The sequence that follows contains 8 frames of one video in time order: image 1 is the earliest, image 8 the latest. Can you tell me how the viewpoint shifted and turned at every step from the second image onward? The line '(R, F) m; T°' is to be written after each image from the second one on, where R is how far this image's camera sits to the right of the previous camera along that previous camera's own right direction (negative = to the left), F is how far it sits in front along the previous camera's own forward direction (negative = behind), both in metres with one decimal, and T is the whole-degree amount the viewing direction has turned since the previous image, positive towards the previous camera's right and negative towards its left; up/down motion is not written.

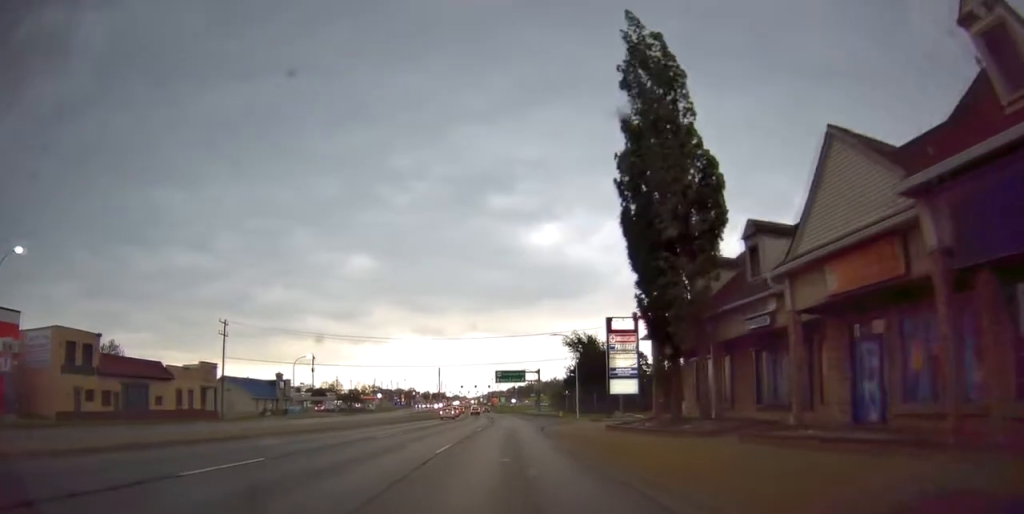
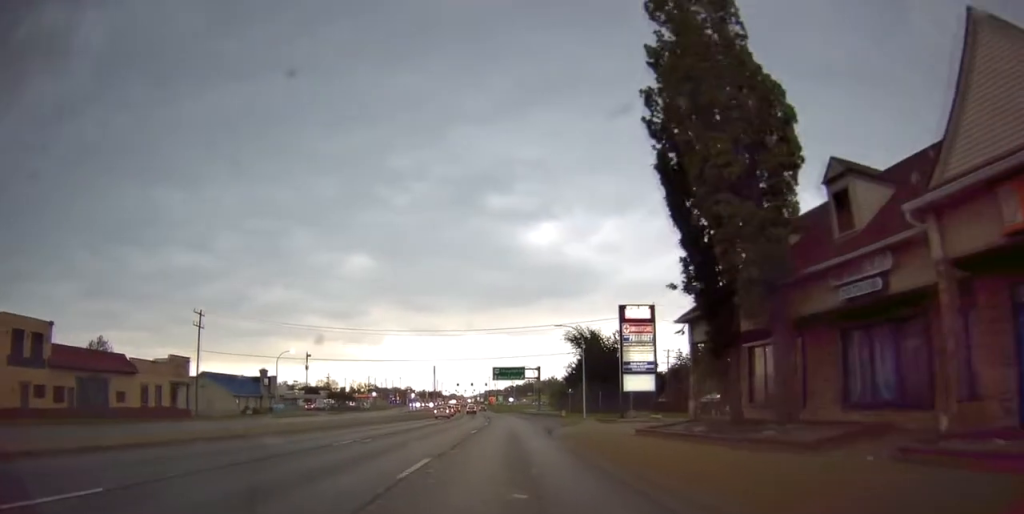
(-0.1, +6.0) m; 0°
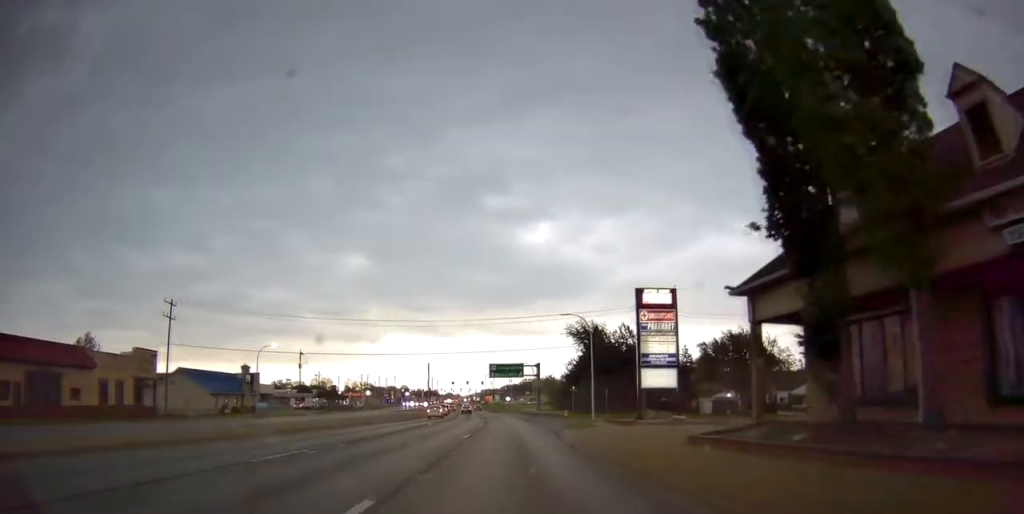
(-0.2, +6.0) m; 0°
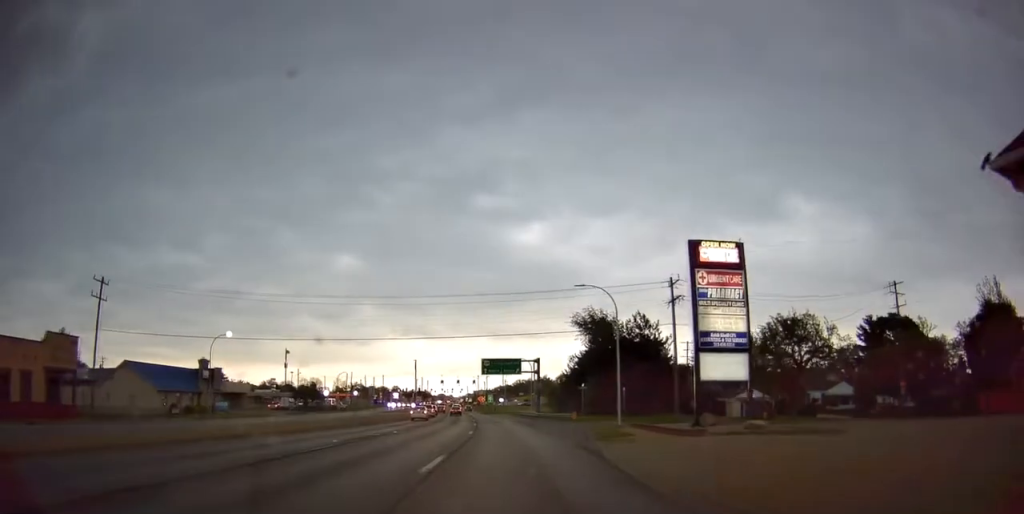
(+0.1, +11.5) m; +1°
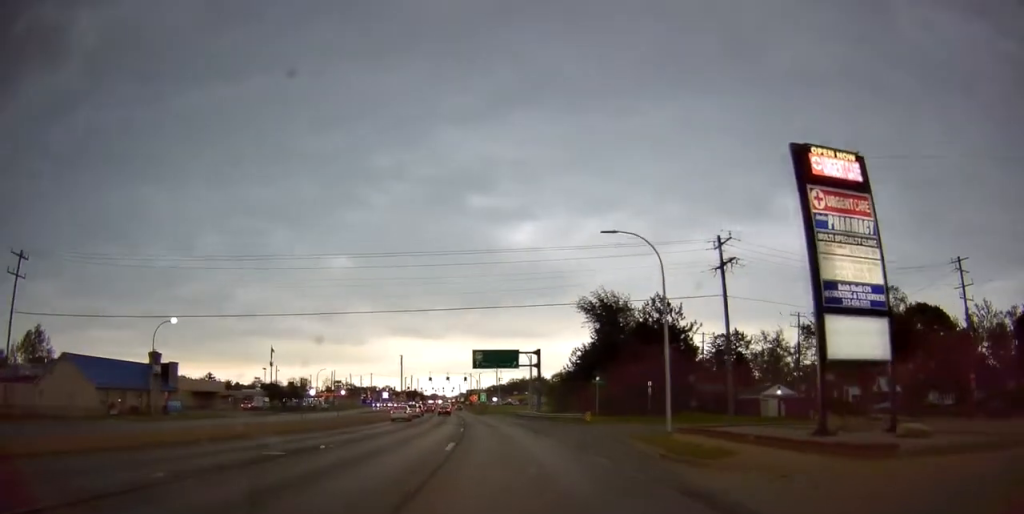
(+0.1, +10.3) m; +1°
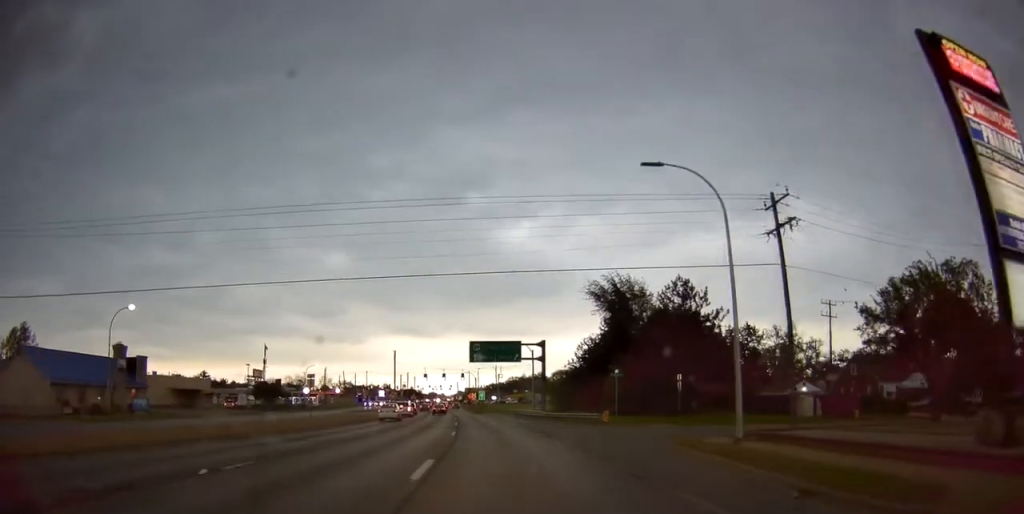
(0.0, +6.6) m; +1°
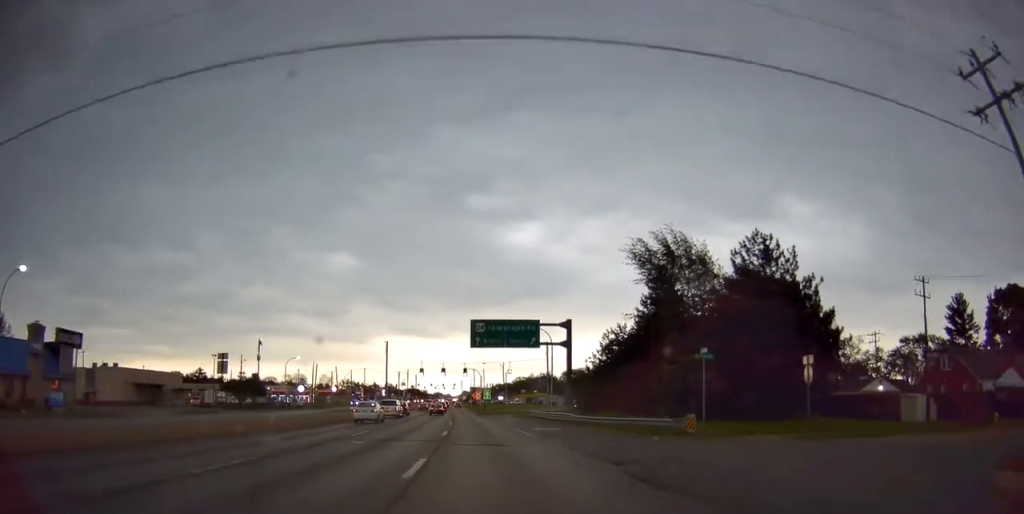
(+0.3, +12.8) m; +1°
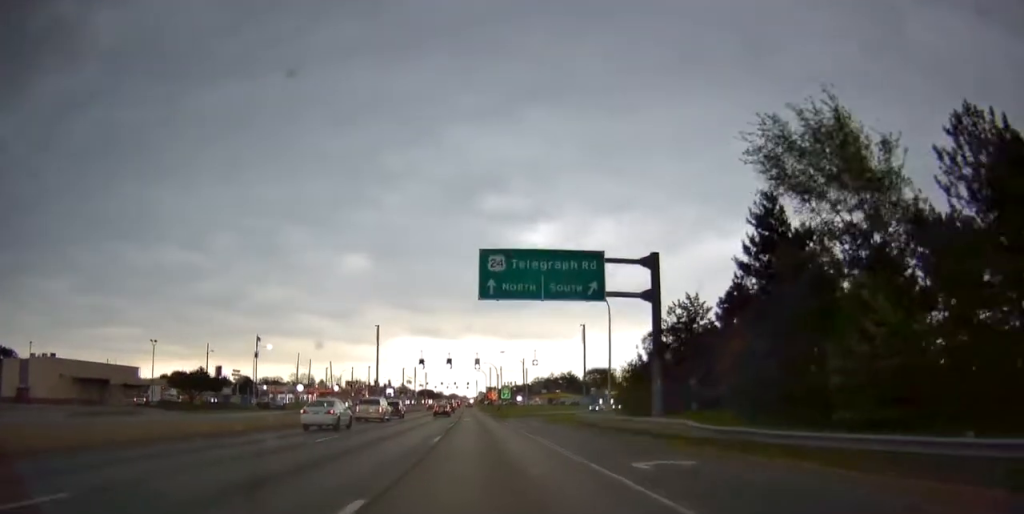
(-0.2, +17.6) m; -2°
